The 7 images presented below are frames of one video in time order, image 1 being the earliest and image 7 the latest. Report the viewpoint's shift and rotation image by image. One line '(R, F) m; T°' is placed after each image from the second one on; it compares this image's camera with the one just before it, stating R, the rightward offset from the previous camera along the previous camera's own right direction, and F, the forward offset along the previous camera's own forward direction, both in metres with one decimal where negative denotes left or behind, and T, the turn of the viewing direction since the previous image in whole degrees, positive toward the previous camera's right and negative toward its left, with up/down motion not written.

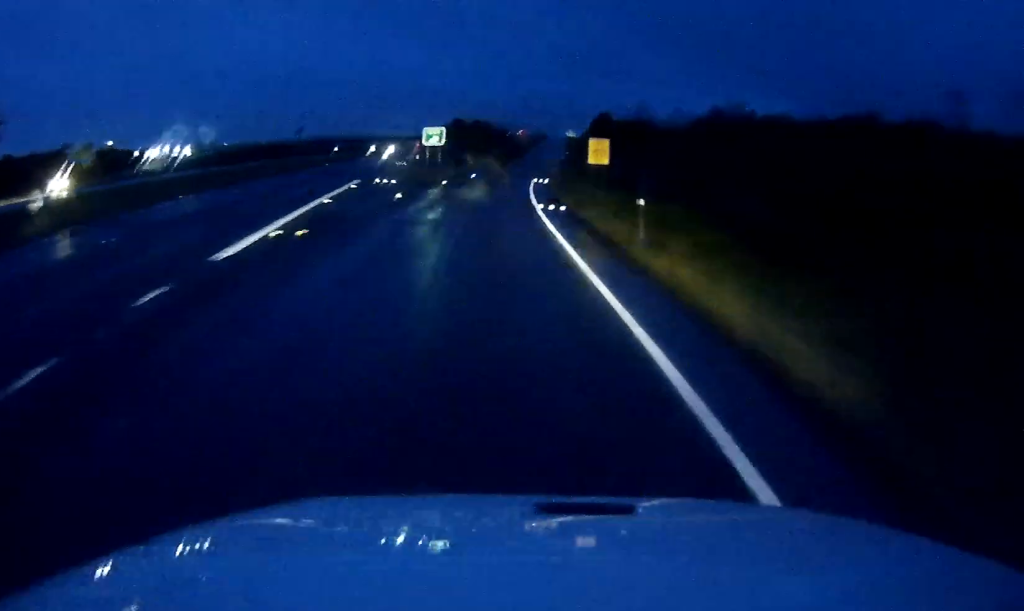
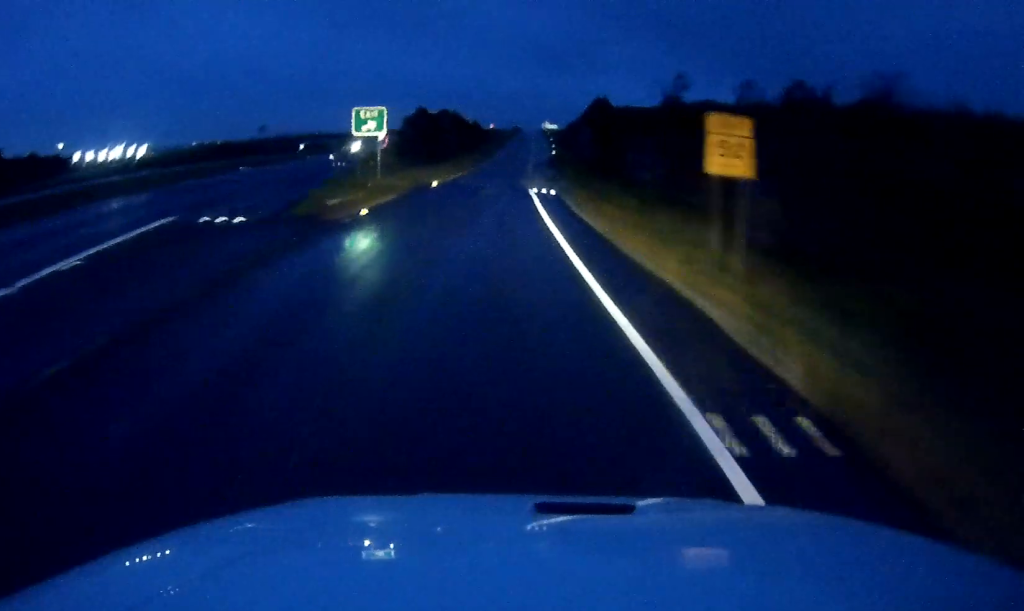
(+0.2, +25.3) m; +1°
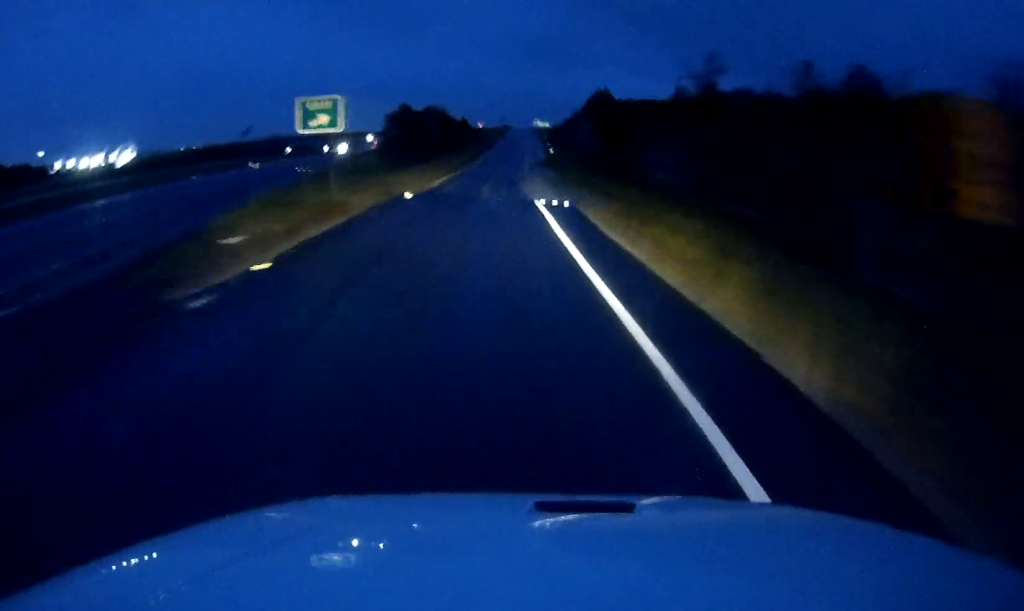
(-0.1, +10.1) m; 0°
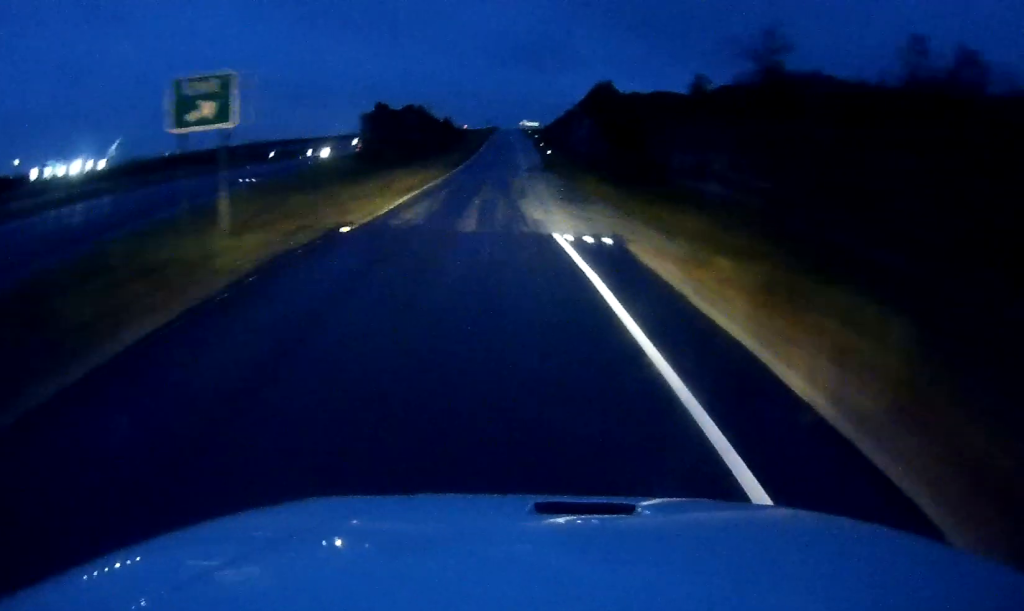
(+0.2, +11.6) m; +1°
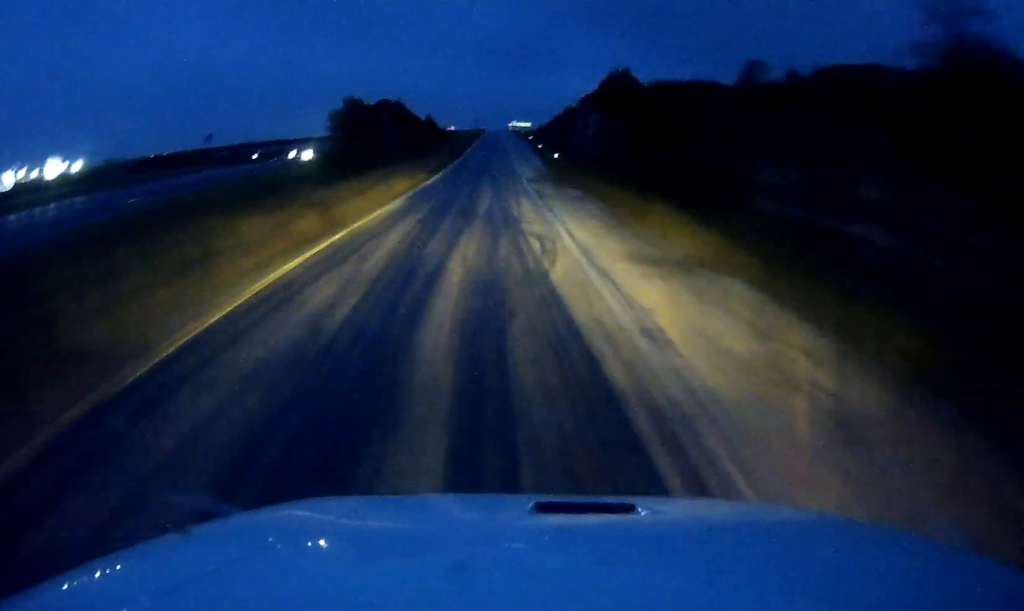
(+0.1, +15.7) m; +1°
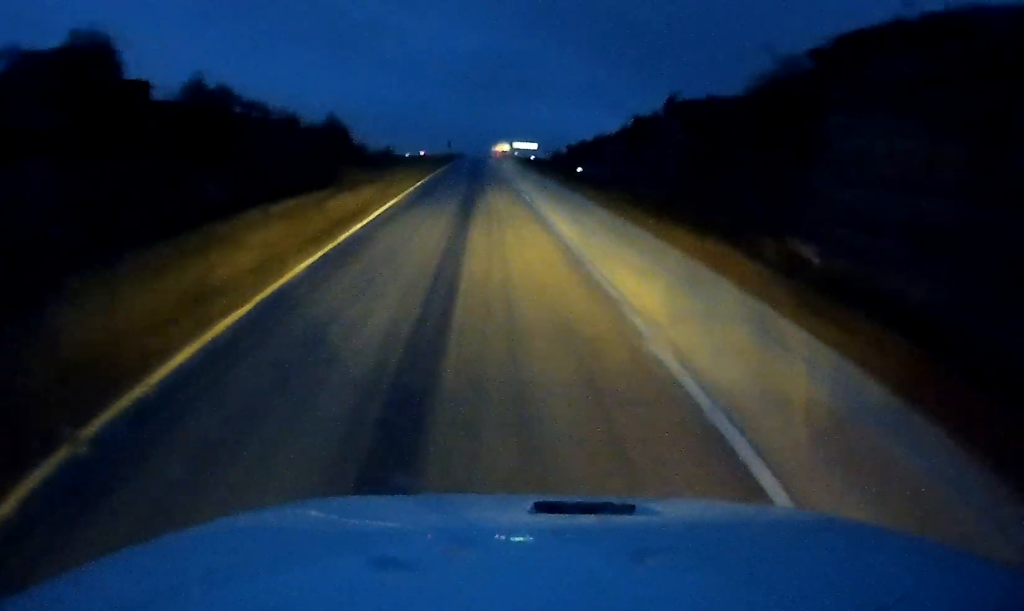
(+3.5, +71.4) m; +4°
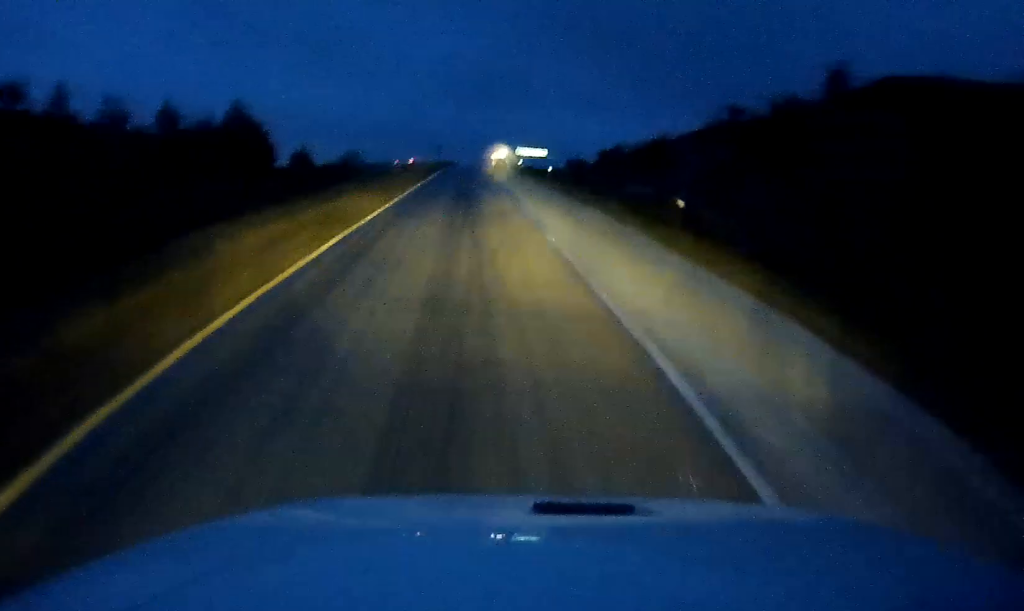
(+0.2, +22.9) m; +1°
